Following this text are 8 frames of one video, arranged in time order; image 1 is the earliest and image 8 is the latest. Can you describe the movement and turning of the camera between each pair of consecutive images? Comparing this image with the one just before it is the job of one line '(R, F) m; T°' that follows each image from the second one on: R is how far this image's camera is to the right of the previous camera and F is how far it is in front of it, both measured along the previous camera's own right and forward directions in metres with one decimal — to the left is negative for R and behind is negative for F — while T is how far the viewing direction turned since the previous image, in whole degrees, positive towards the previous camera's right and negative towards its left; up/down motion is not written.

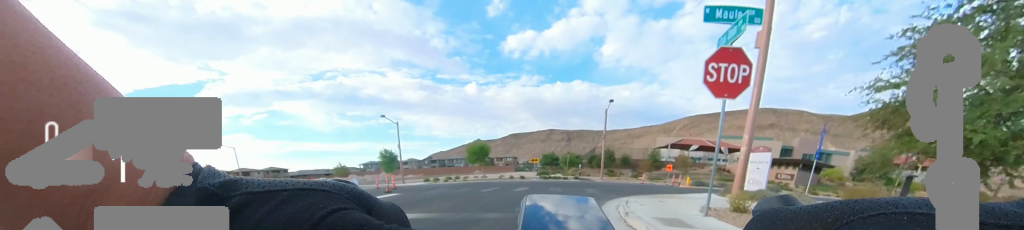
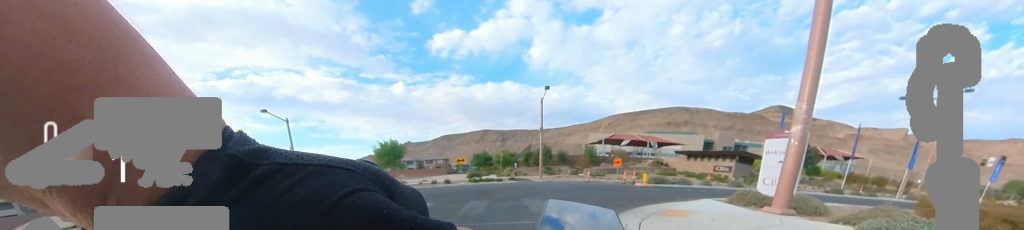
(+0.6, +5.9) m; +10°
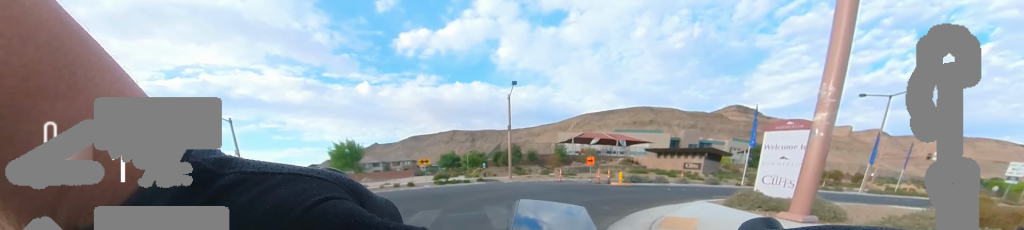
(+0.1, +1.8) m; +3°
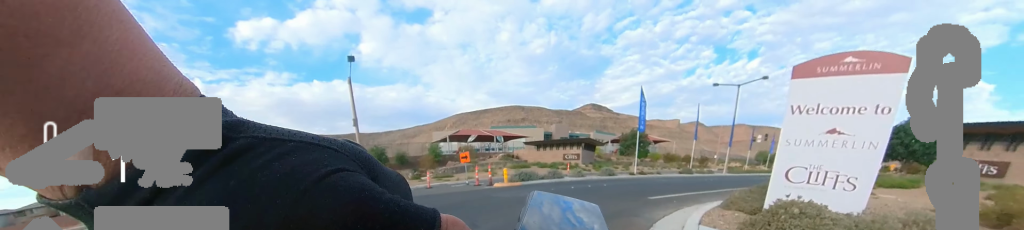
(+0.9, +5.4) m; +30°
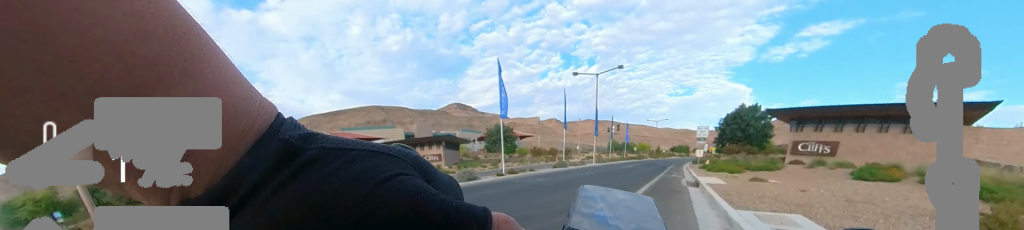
(+2.1, +5.3) m; +33°
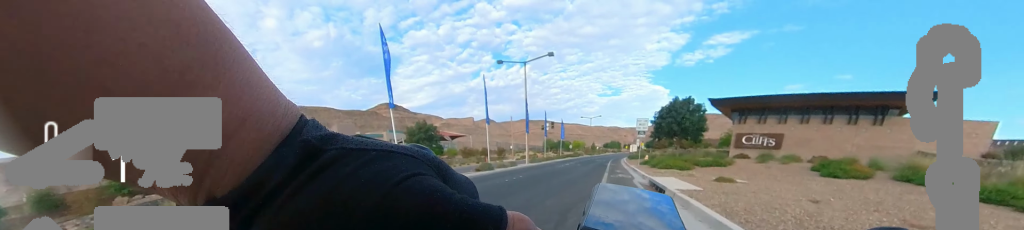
(+0.5, +4.0) m; +9°
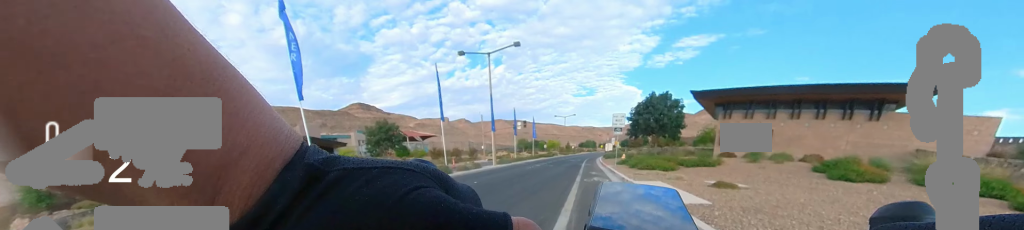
(+0.1, +2.7) m; +2°
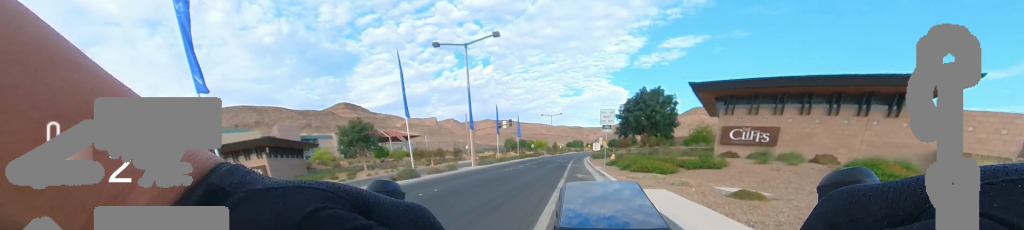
(0.0, +2.3) m; 0°
